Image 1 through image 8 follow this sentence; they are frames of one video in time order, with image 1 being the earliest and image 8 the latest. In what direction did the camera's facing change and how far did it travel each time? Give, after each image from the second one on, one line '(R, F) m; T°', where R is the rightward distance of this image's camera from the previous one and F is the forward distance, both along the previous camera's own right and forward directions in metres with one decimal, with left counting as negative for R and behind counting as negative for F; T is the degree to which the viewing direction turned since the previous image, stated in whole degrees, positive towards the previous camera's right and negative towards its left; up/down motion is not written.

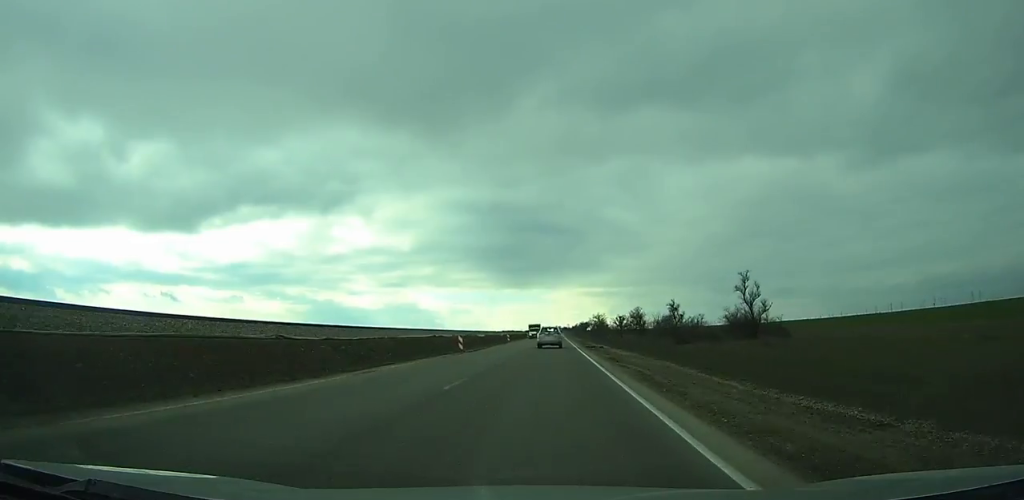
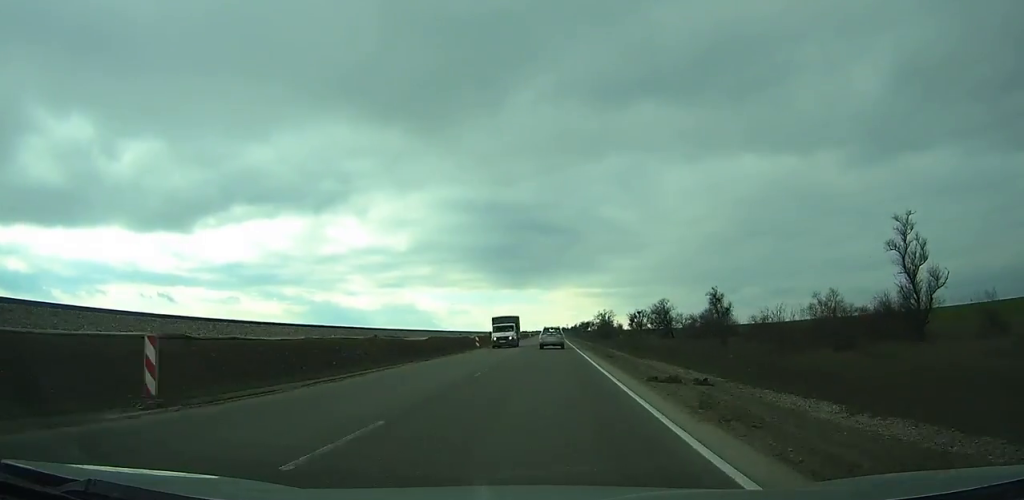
(0.0, +32.1) m; 0°
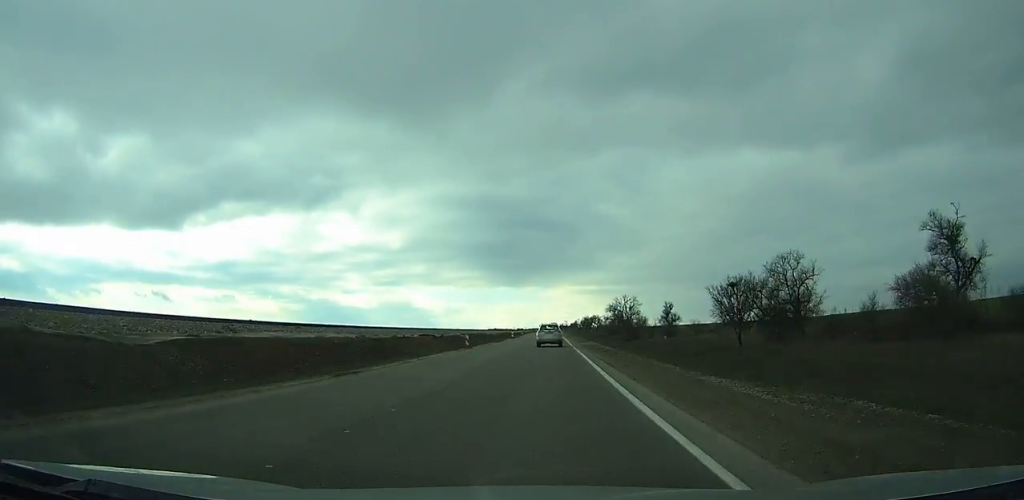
(0.0, +52.6) m; 0°
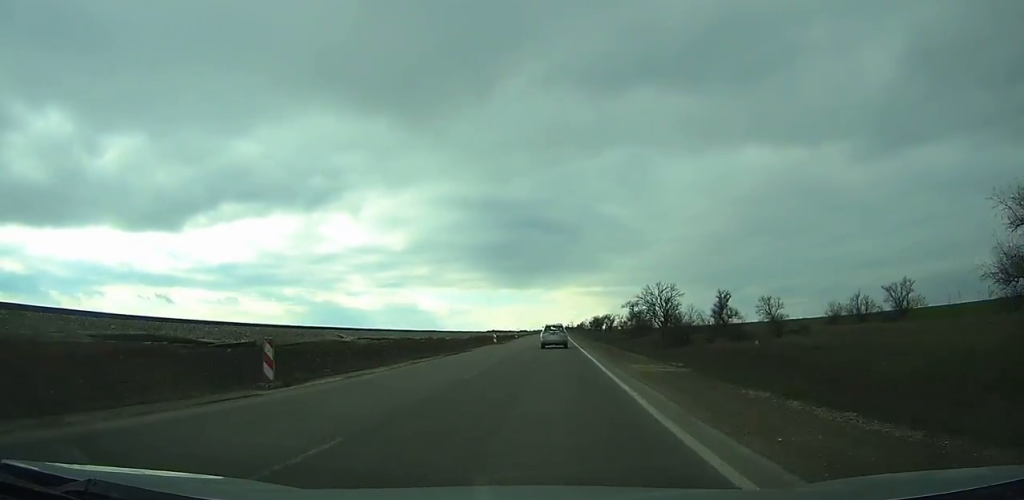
(0.0, +32.3) m; 0°
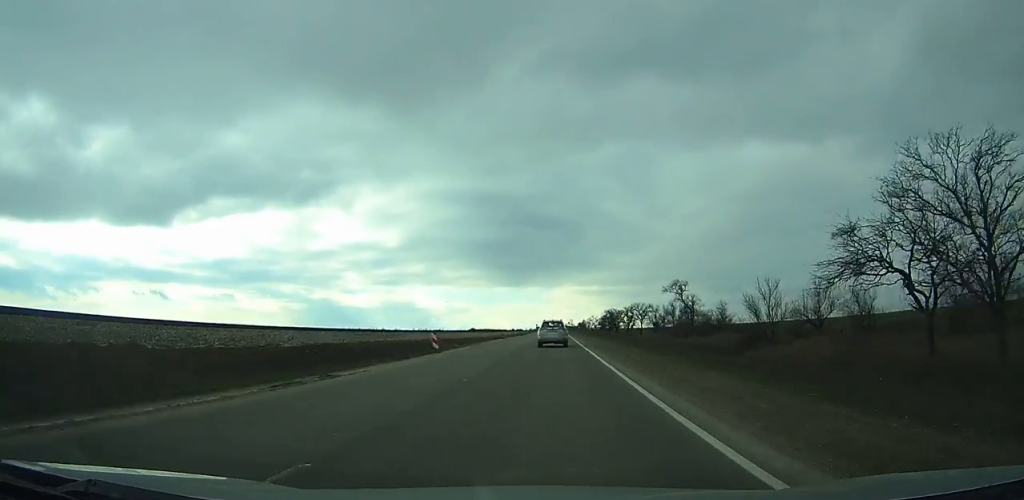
(0.0, +60.2) m; 0°
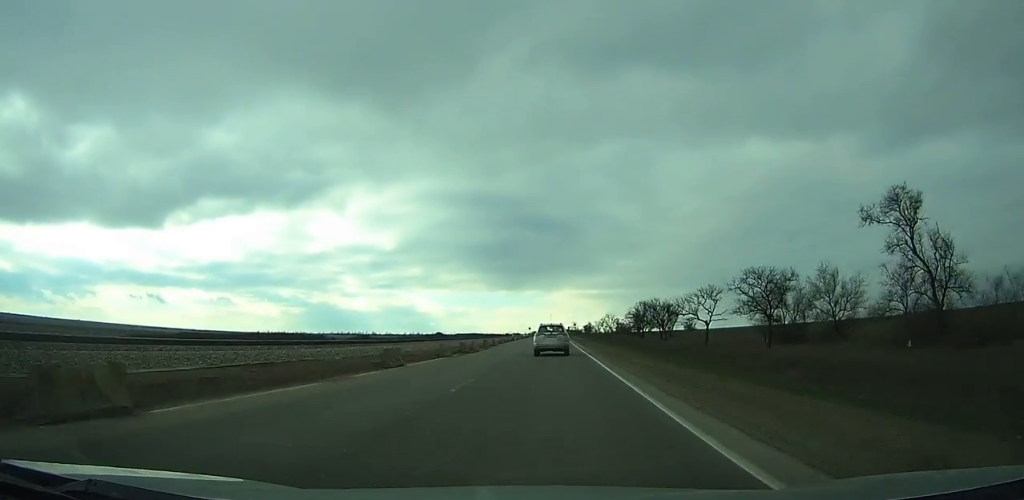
(+0.1, +59.9) m; 0°
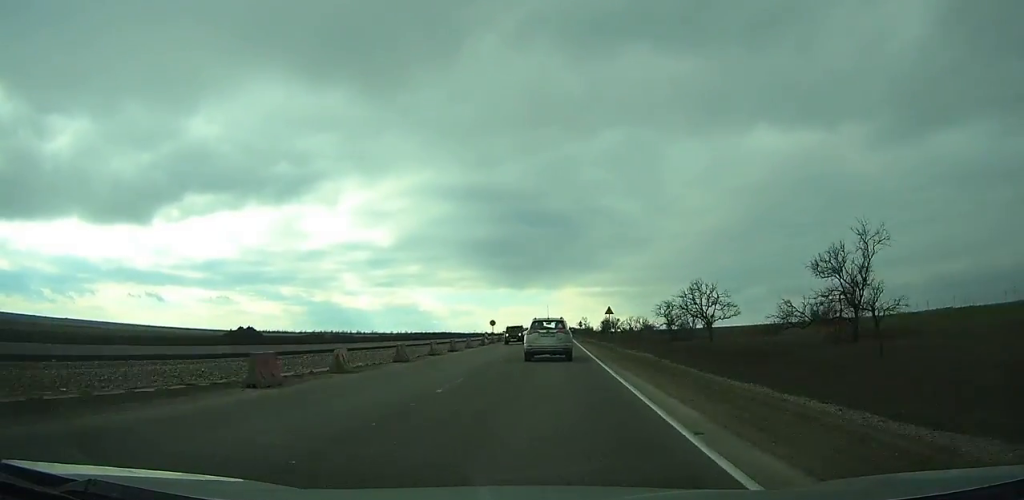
(-0.3, +93.1) m; 0°
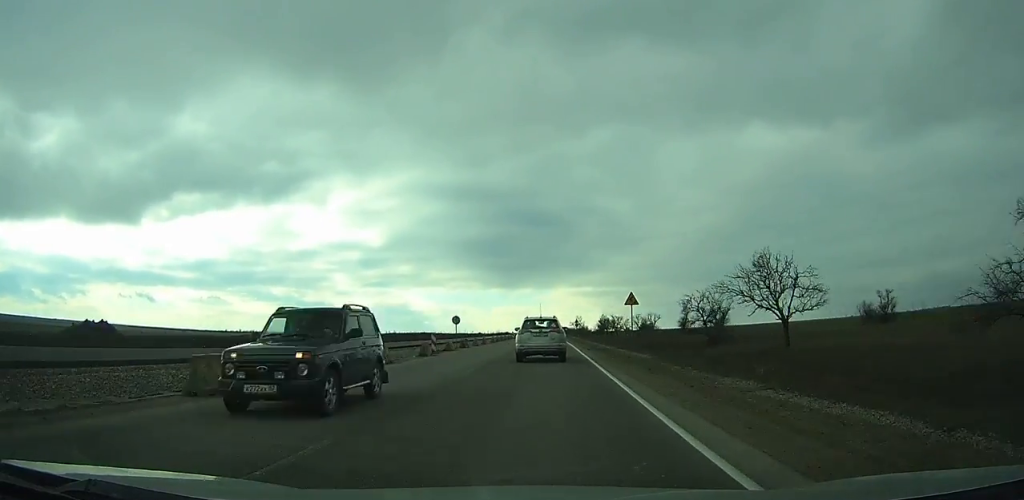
(0.0, +19.7) m; 0°
